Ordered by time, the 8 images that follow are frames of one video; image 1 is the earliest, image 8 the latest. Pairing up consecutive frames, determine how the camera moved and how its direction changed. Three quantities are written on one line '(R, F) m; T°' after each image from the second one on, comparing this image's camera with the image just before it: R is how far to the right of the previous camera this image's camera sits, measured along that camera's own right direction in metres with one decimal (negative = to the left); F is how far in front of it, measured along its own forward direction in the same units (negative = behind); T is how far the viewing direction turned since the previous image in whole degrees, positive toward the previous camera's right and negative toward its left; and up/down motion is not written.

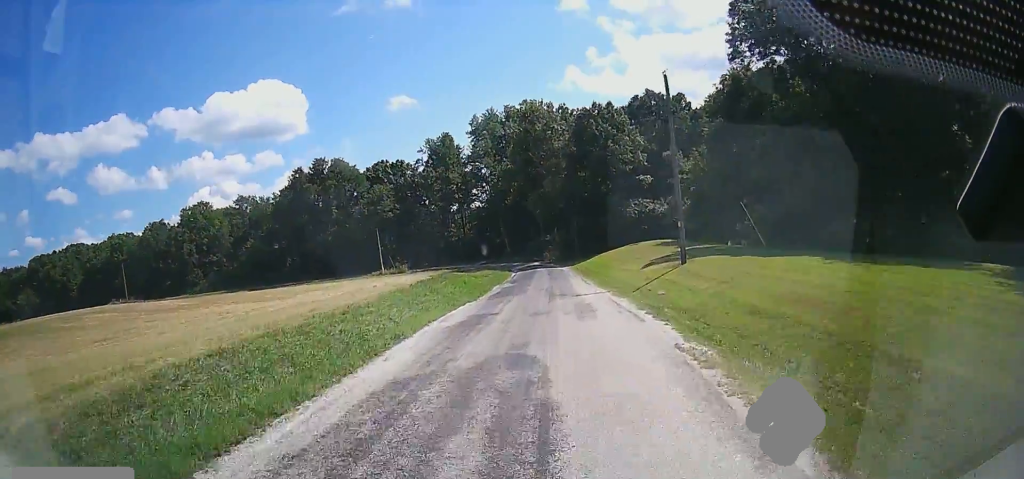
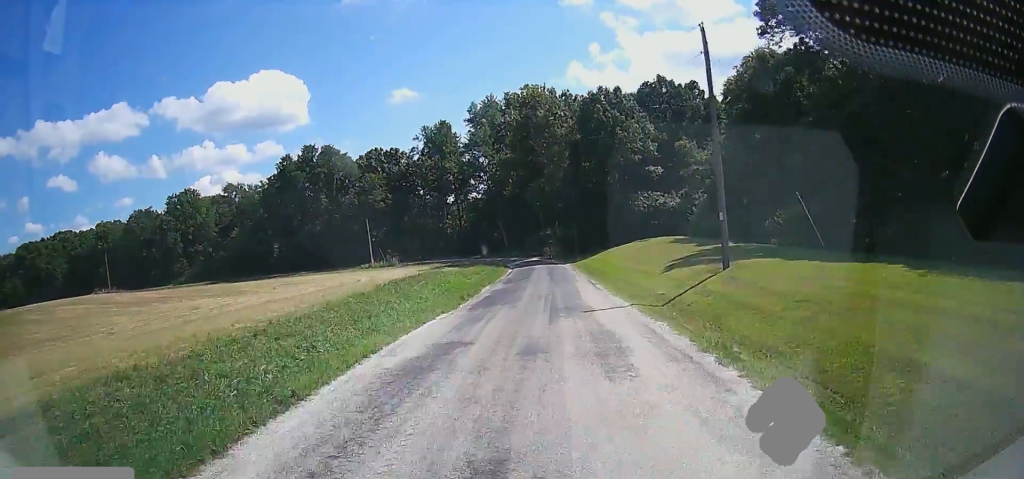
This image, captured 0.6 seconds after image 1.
(0.0, +6.8) m; 0°
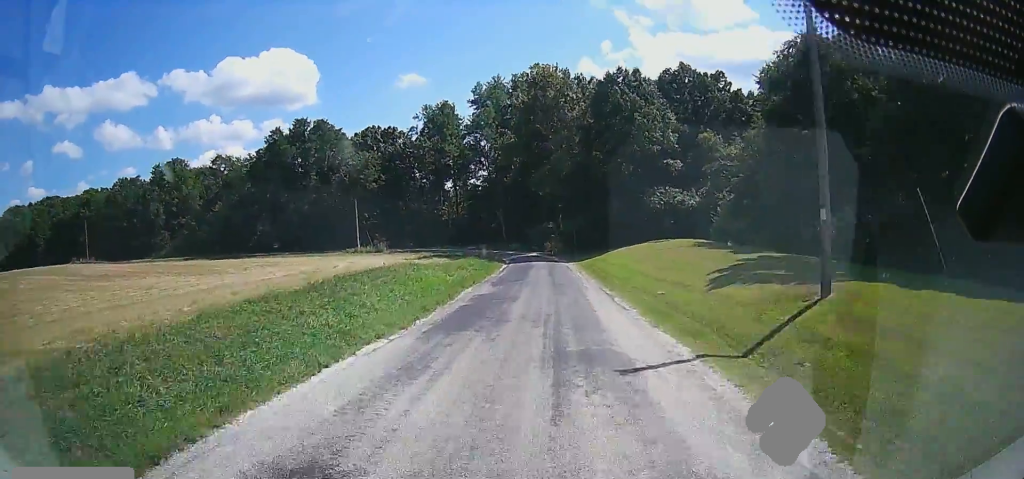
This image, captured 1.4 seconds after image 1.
(0.0, +8.3) m; 0°
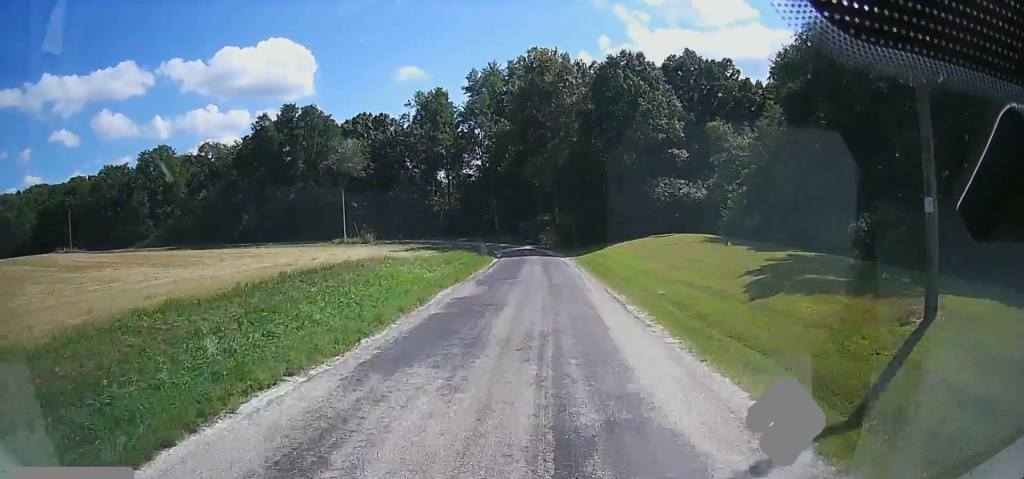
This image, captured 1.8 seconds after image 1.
(0.0, +4.7) m; 0°
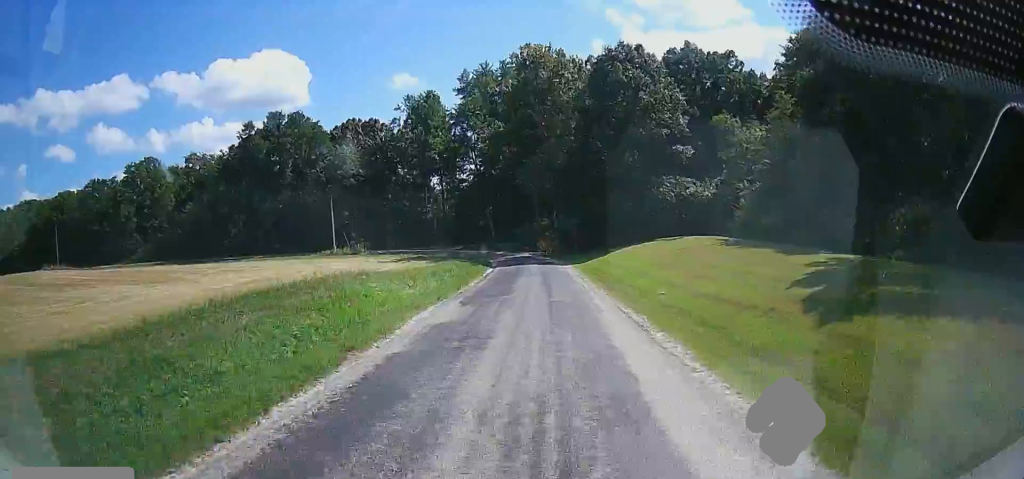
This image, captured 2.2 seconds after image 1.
(0.0, +4.4) m; 0°
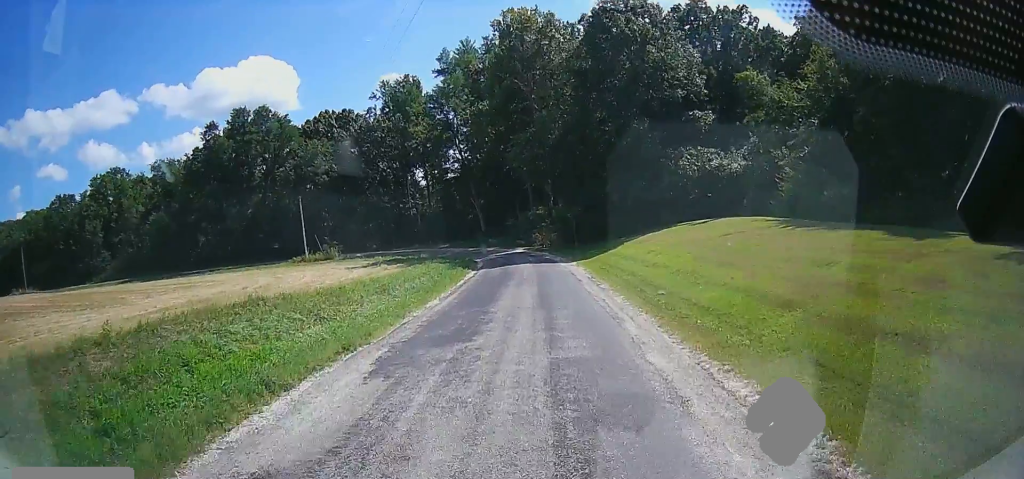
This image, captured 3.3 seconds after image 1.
(-0.2, +11.2) m; -1°
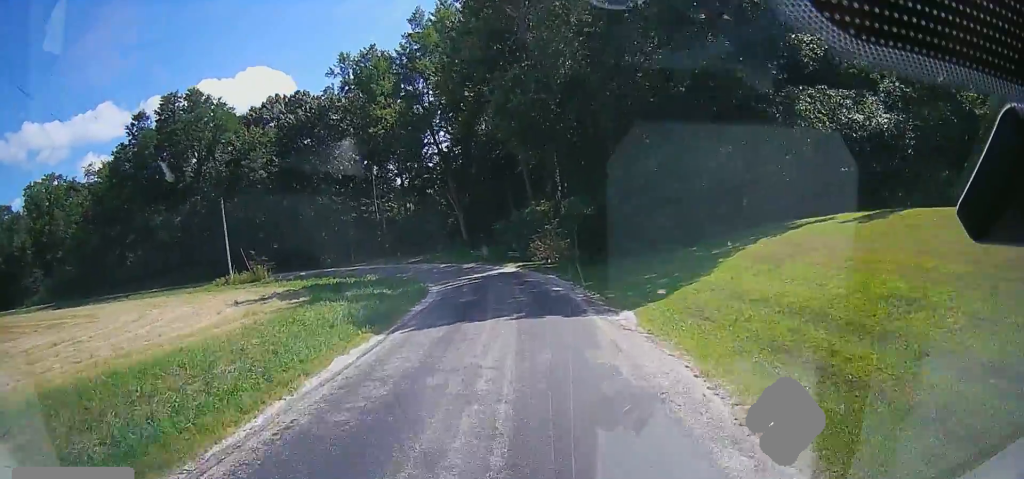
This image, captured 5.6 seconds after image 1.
(0.0, +24.0) m; 0°
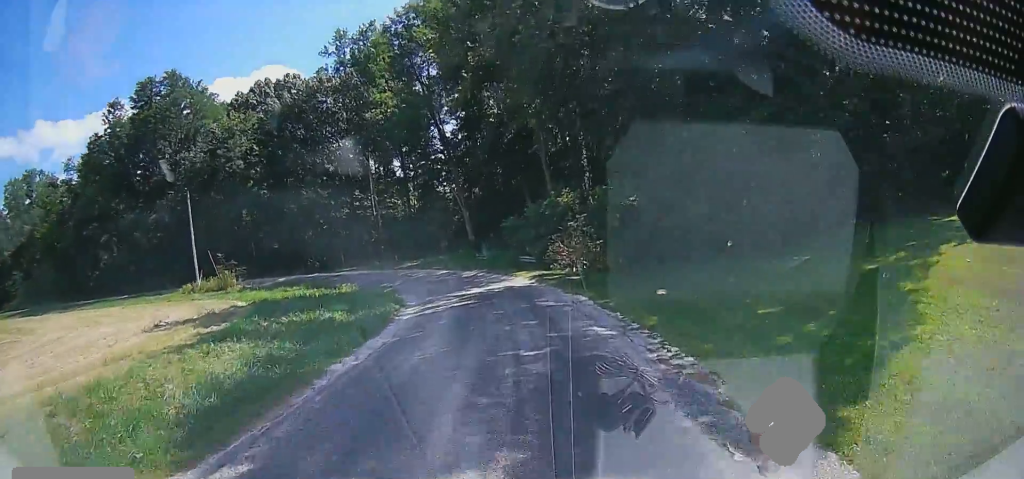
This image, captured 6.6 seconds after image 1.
(0.0, +10.4) m; 0°
